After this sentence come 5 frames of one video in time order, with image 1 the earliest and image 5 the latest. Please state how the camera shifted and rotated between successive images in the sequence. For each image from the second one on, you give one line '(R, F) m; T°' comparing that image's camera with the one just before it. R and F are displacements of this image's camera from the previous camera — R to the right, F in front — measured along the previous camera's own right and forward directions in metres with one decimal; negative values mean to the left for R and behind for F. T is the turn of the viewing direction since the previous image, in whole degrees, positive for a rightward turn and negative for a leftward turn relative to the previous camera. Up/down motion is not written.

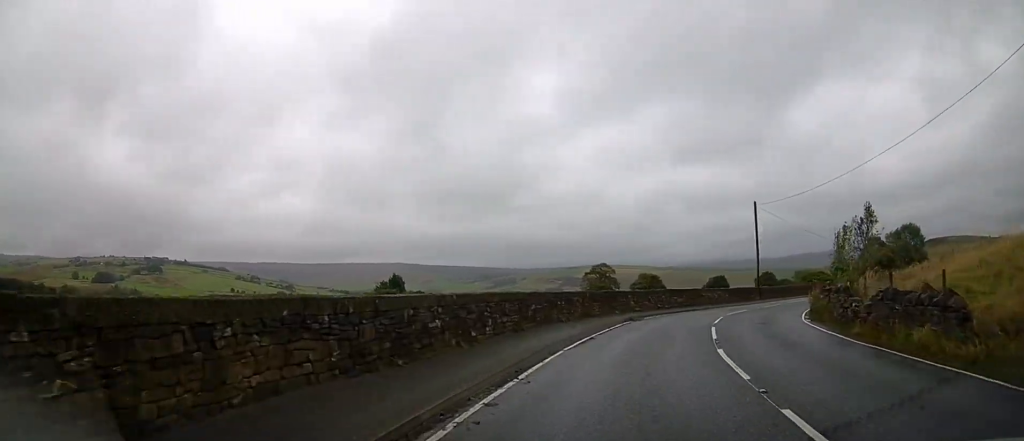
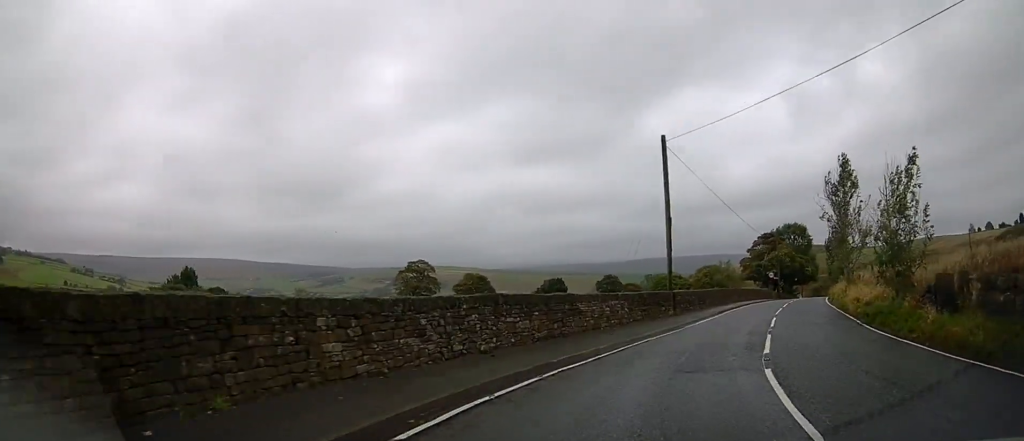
(+3.2, +20.8) m; +21°
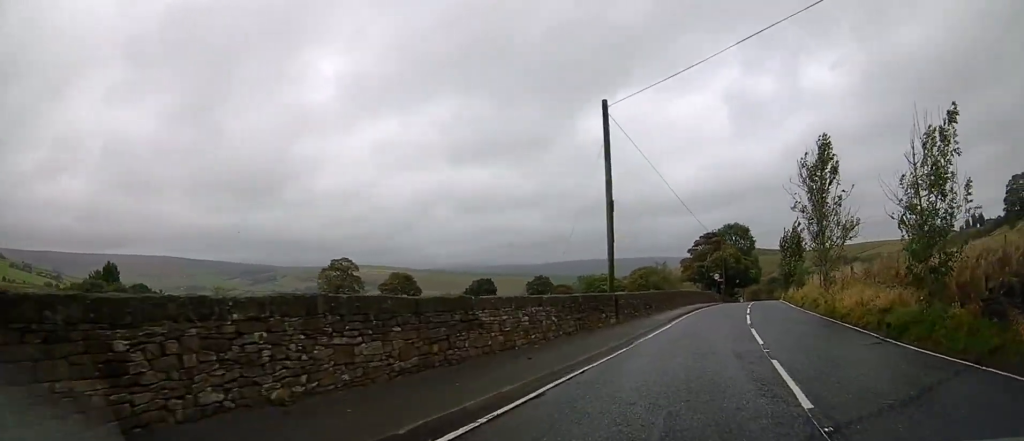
(+0.1, +4.9) m; +6°
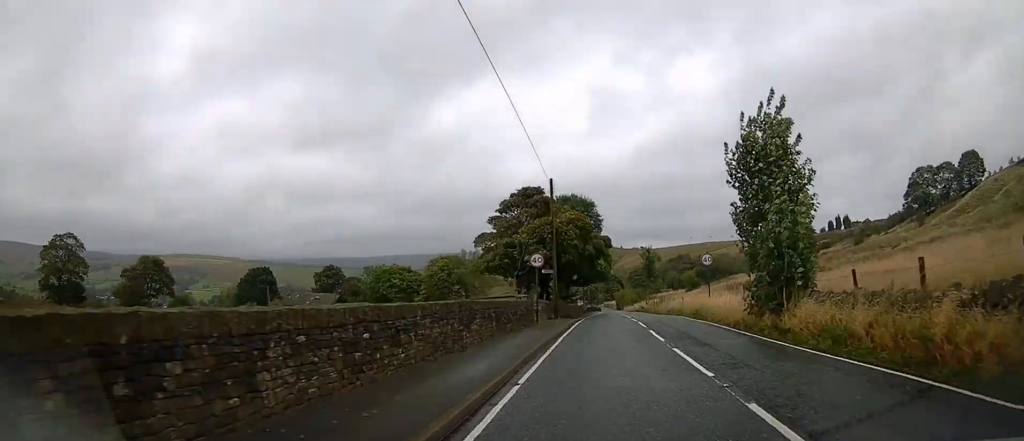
(+7.5, +32.2) m; +21°
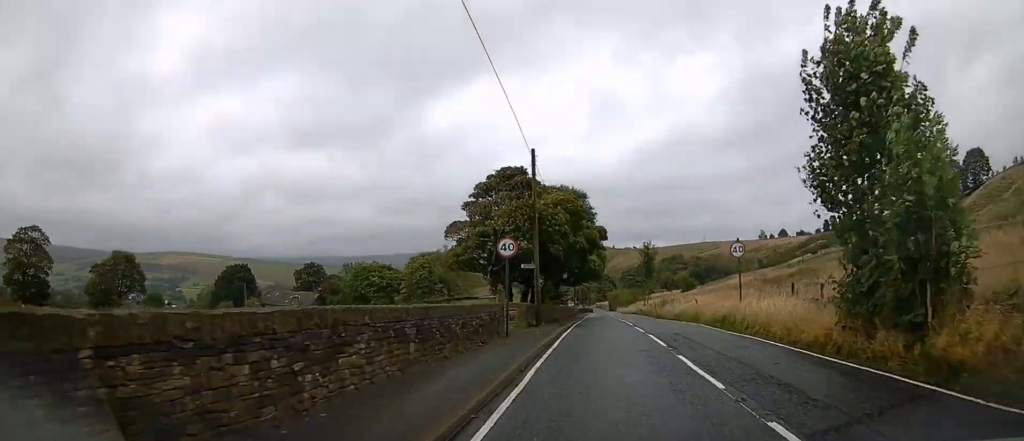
(+0.3, +6.5) m; +1°
